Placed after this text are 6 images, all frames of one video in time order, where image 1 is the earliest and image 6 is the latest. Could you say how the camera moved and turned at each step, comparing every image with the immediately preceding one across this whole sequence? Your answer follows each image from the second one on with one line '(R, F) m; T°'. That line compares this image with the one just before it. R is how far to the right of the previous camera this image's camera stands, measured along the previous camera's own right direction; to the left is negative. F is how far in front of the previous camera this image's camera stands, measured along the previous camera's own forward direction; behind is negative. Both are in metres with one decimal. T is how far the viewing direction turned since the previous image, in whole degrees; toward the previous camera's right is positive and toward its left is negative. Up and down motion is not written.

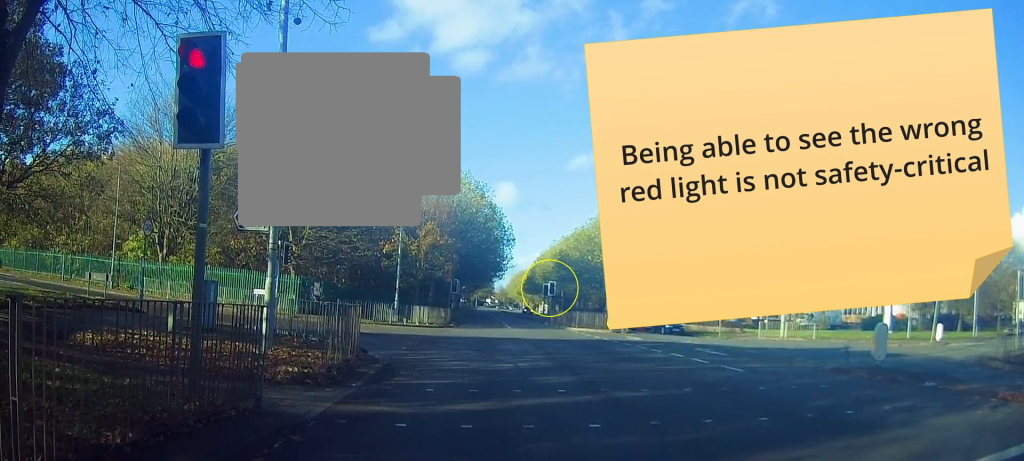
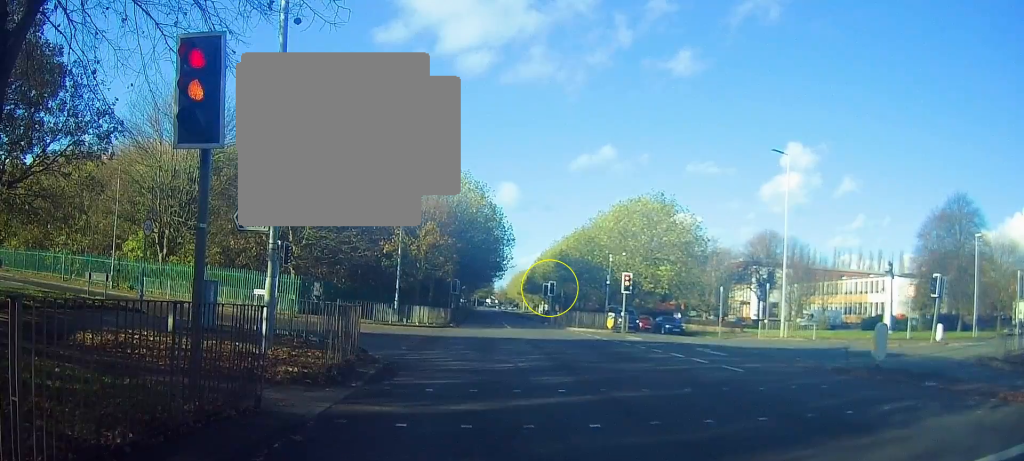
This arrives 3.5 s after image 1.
(0.0, 0.0) m; 0°
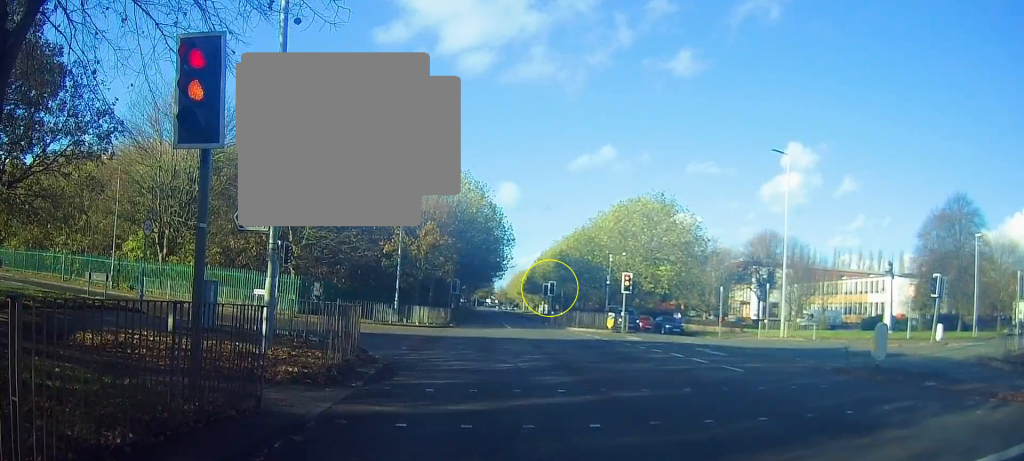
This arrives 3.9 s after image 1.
(0.0, 0.0) m; 0°
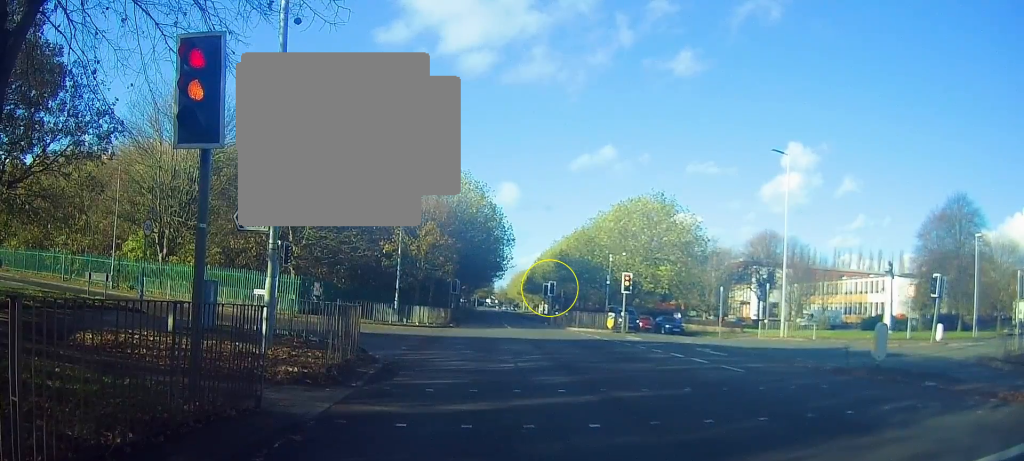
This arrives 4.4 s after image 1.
(0.0, 0.0) m; 0°
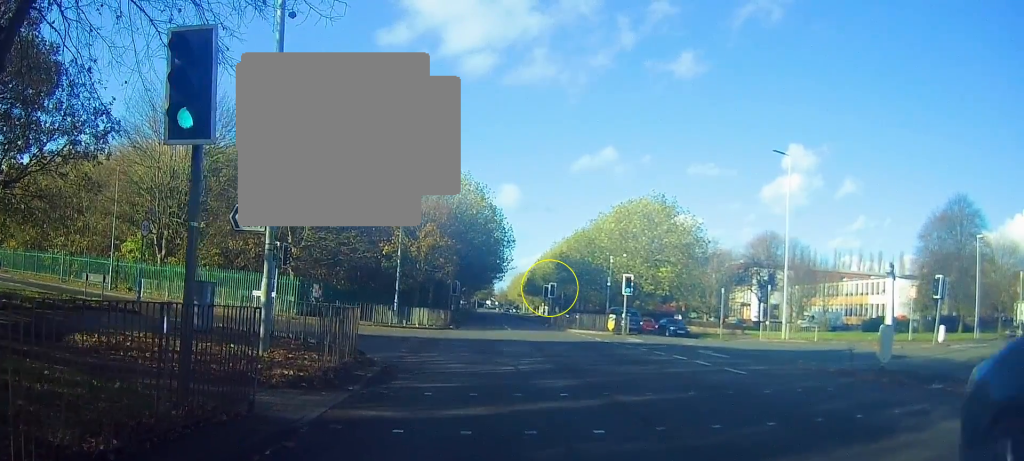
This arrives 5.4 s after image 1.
(+0.3, +0.4) m; 0°
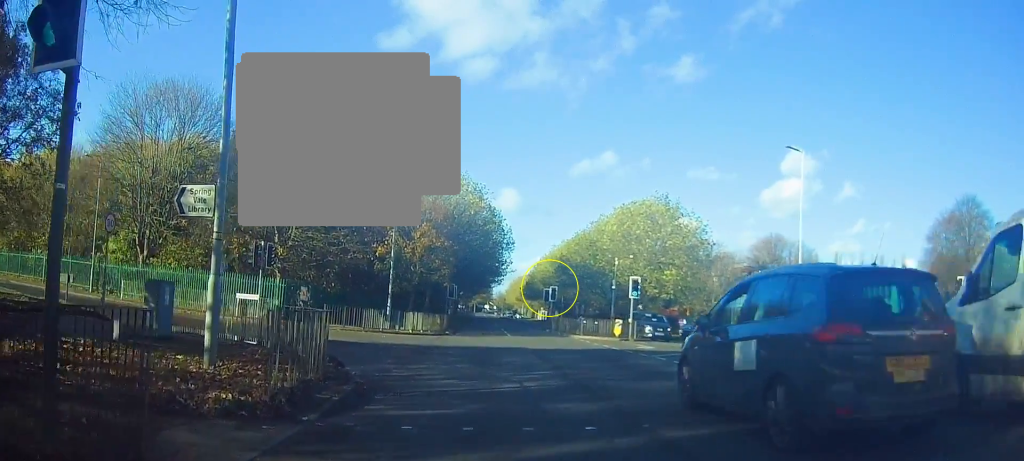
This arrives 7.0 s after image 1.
(+0.2, +2.9) m; -1°
